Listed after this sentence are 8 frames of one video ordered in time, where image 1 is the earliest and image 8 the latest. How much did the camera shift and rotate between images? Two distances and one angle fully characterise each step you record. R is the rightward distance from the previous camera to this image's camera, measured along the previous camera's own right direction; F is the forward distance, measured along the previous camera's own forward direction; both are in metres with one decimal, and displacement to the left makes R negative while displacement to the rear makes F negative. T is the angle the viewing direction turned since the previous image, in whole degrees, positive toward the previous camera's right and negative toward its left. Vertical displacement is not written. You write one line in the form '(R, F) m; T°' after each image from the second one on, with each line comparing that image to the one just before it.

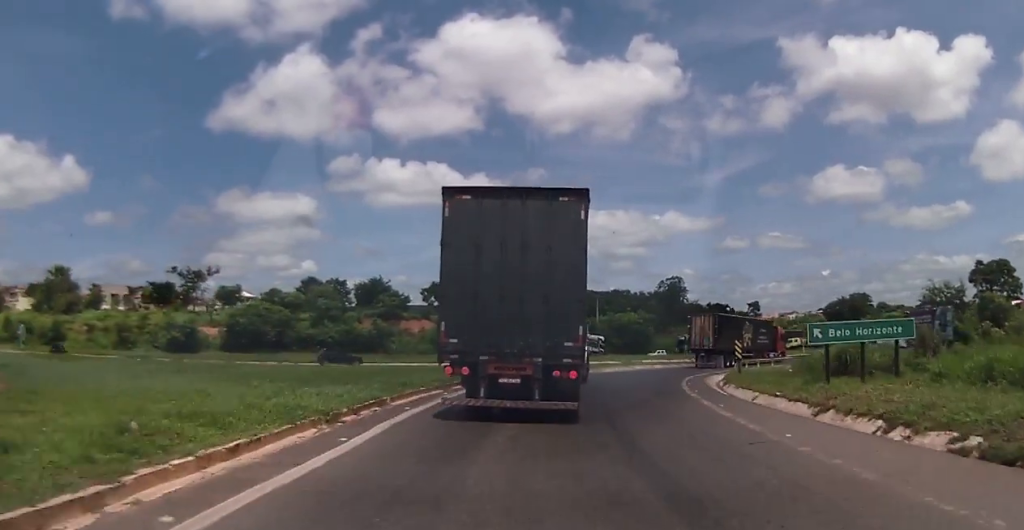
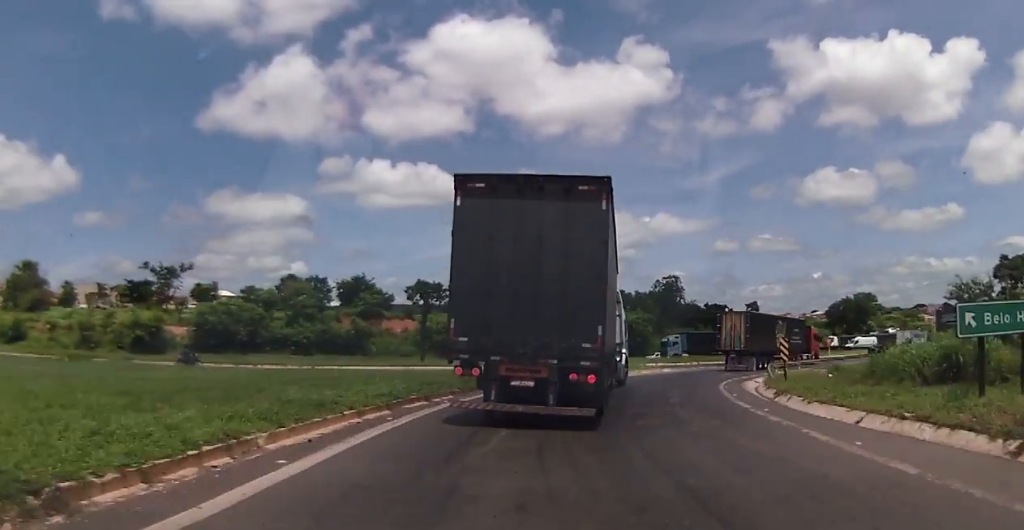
(+0.1, +7.4) m; +2°
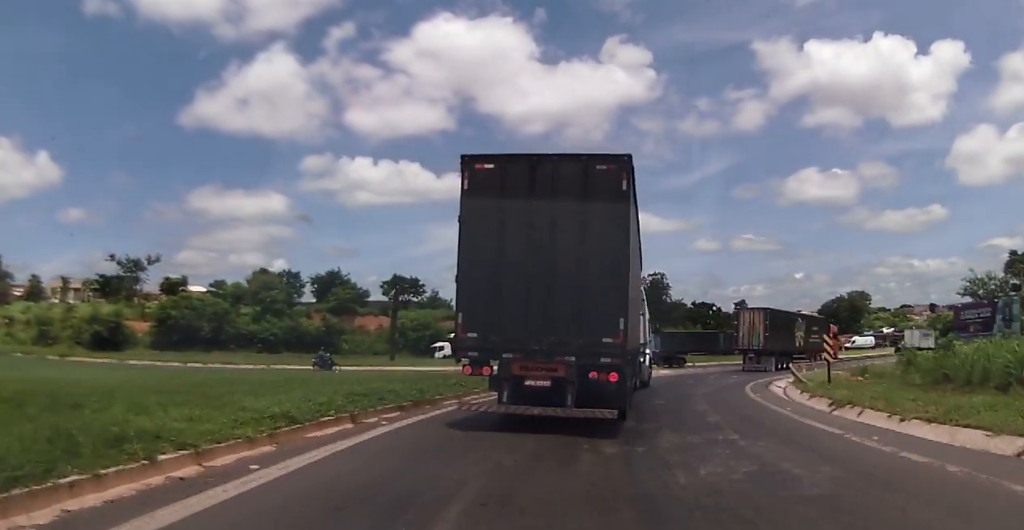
(0.0, +5.8) m; +1°
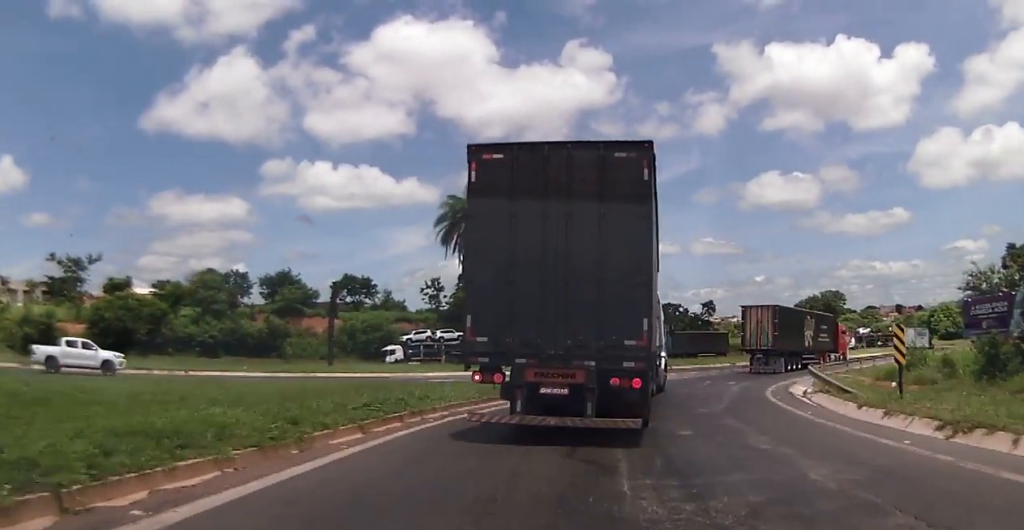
(-0.1, +7.3) m; 0°
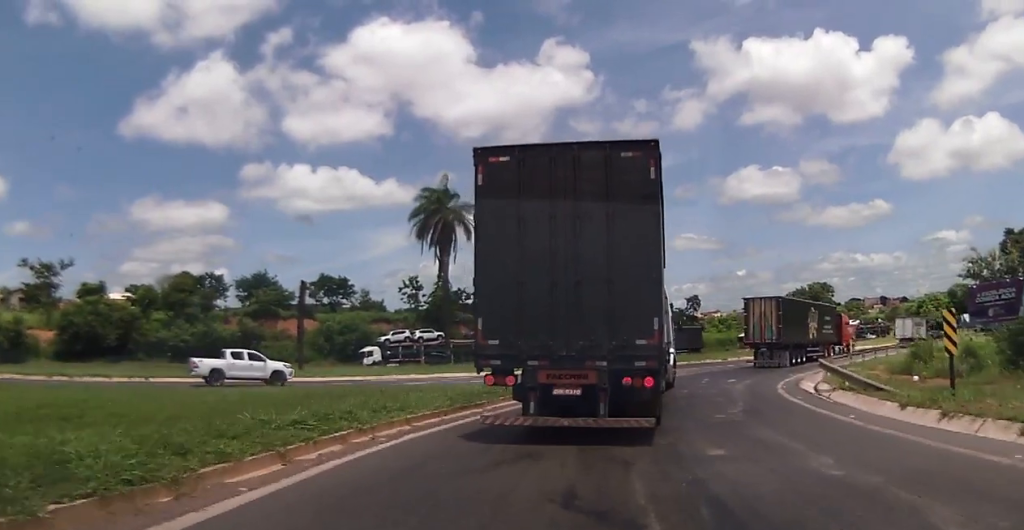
(+0.1, +3.2) m; +3°
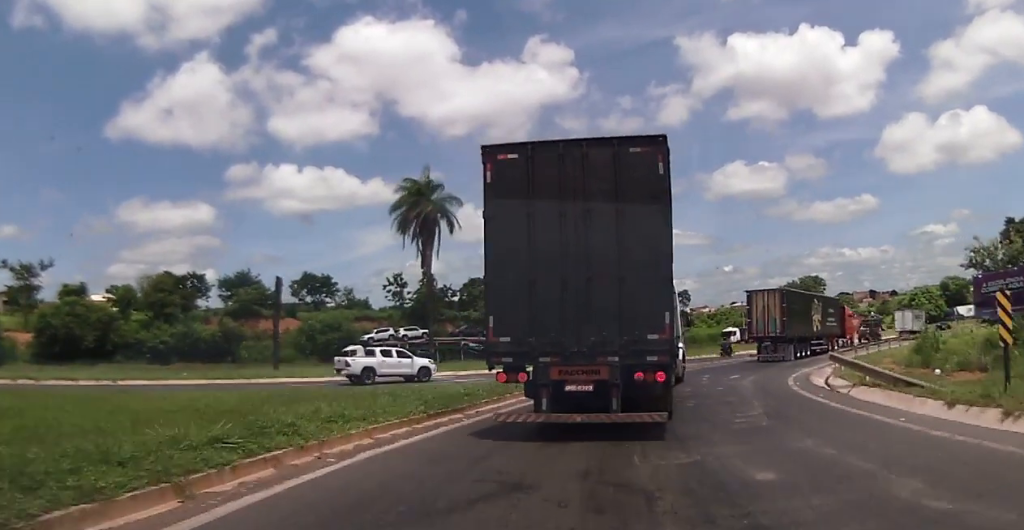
(+0.2, +2.4) m; +3°
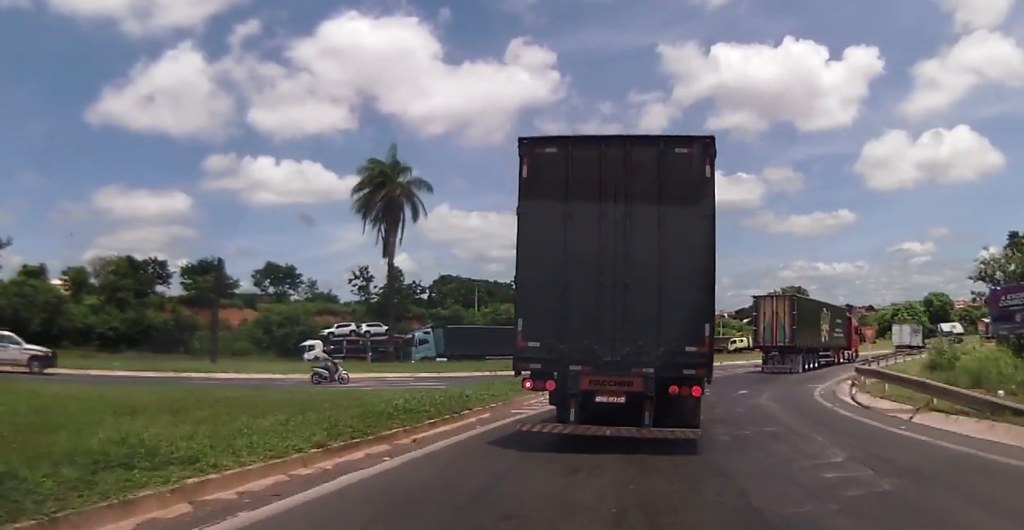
(-0.2, +5.2) m; 0°
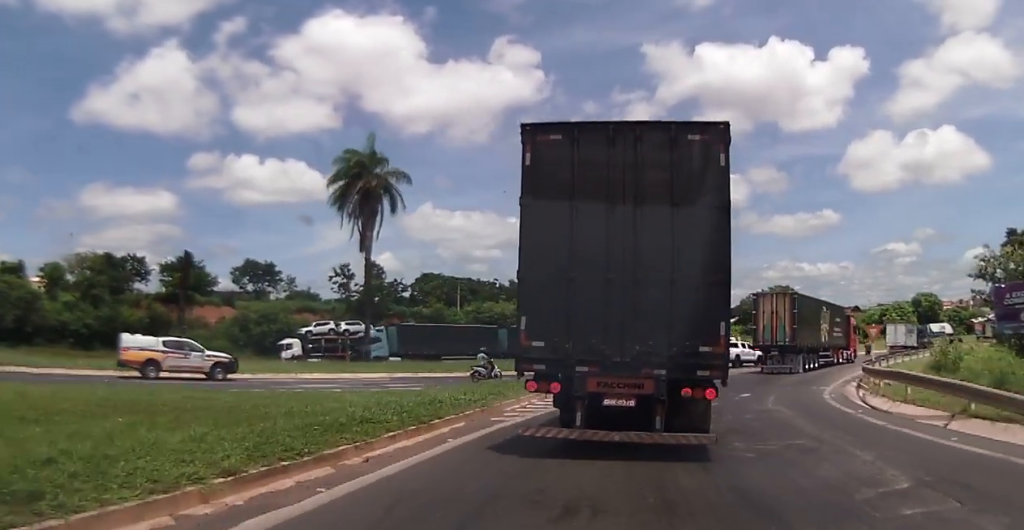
(+0.1, +2.2) m; +3°
